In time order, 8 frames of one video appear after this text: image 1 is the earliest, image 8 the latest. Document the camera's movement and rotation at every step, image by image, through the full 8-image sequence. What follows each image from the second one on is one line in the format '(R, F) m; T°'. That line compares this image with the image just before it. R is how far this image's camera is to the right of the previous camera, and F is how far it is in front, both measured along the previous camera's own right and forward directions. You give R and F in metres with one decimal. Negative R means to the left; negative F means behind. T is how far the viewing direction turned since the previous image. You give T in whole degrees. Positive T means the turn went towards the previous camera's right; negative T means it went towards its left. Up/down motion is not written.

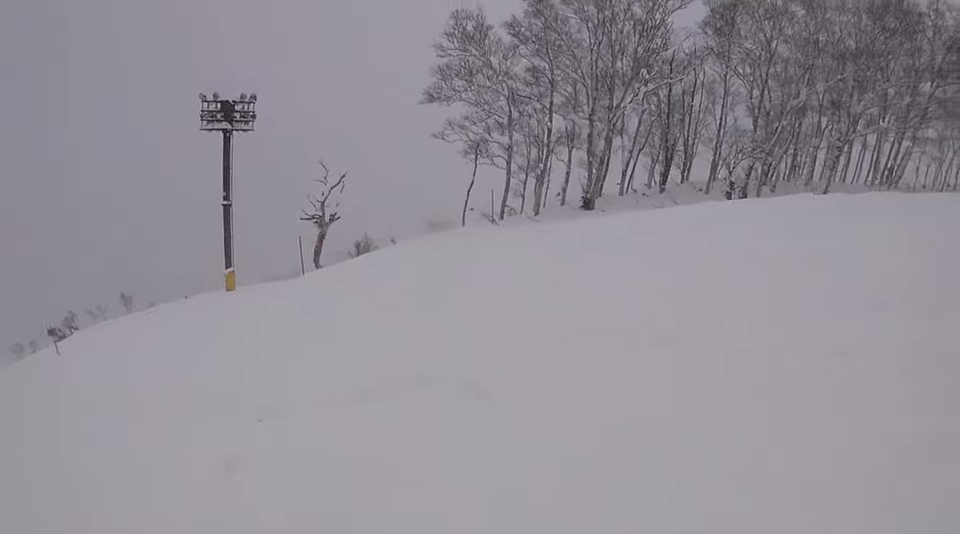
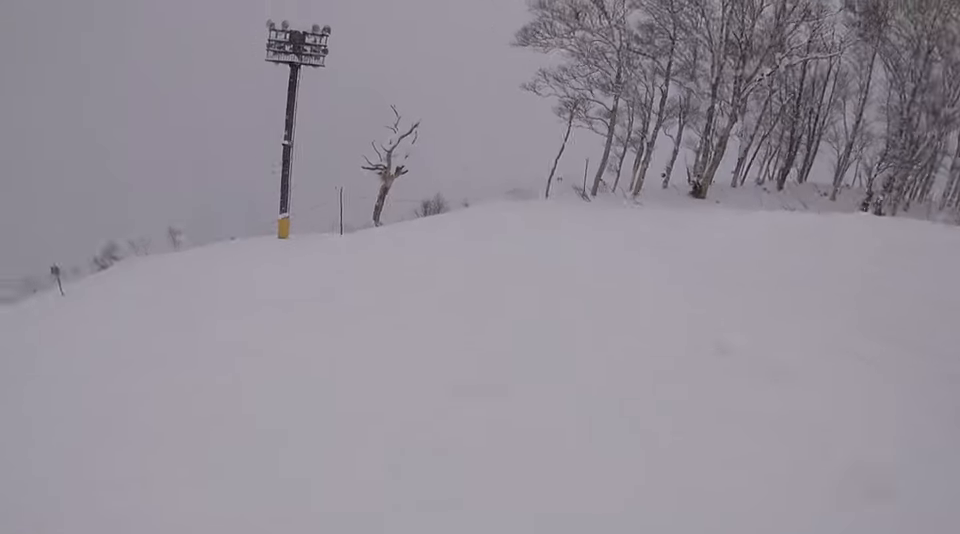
(+0.2, +4.1) m; -12°
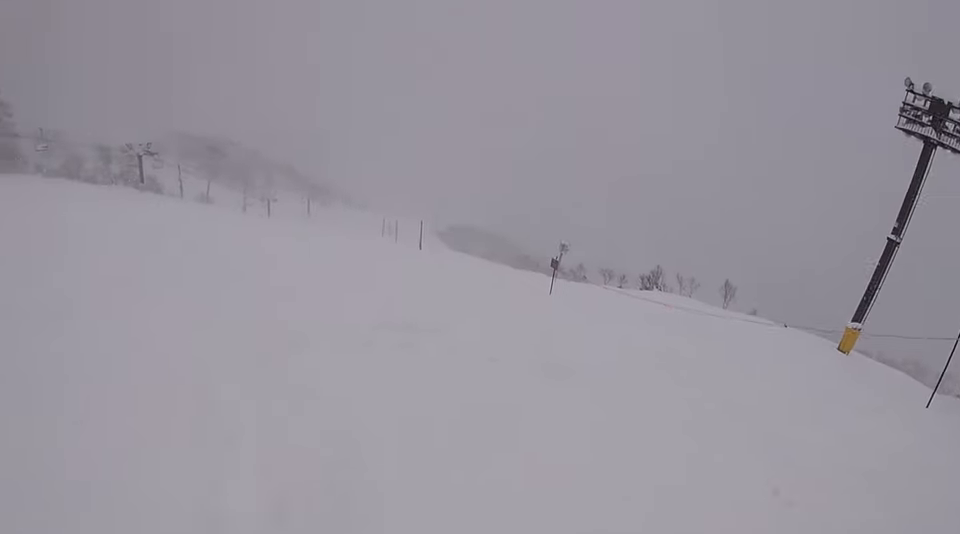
(-3.9, +5.3) m; -63°
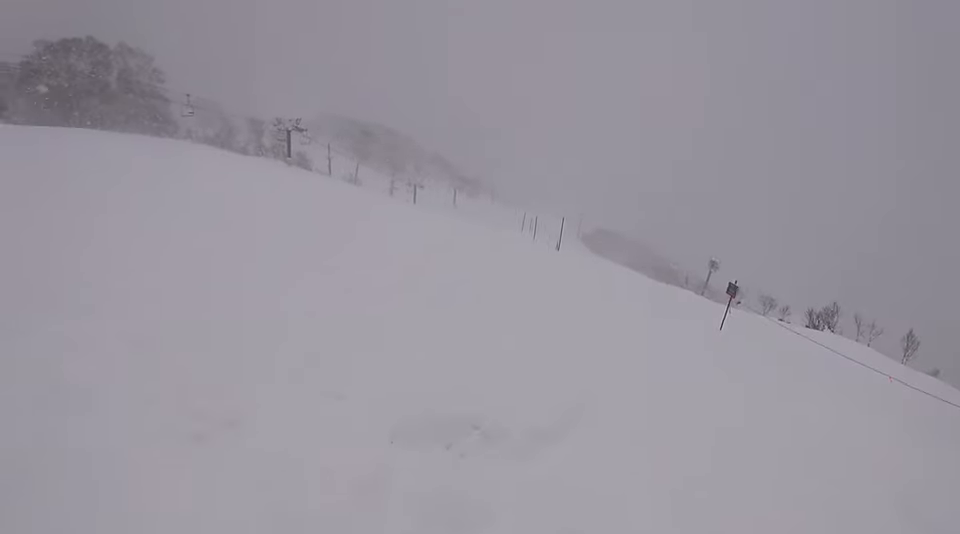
(-0.8, +3.8) m; -23°
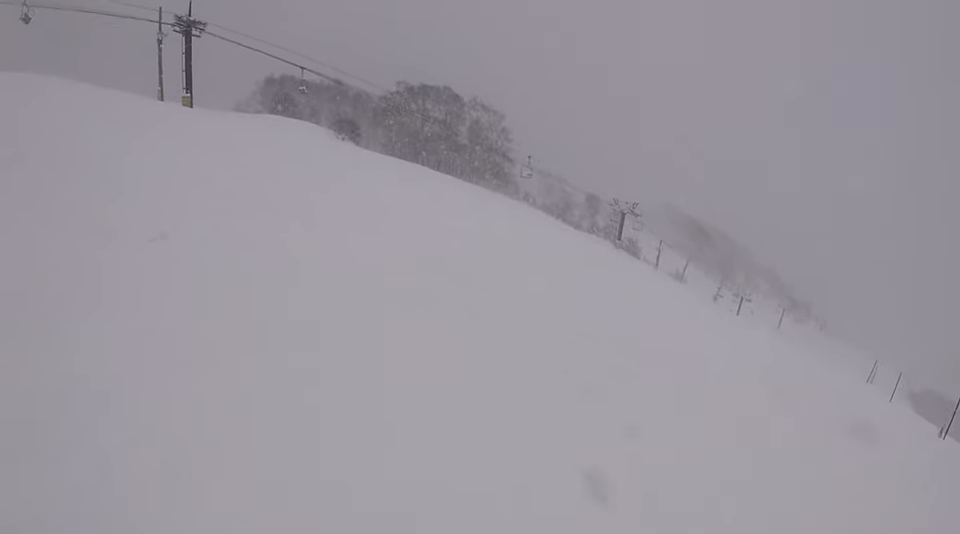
(-1.3, +4.4) m; -25°
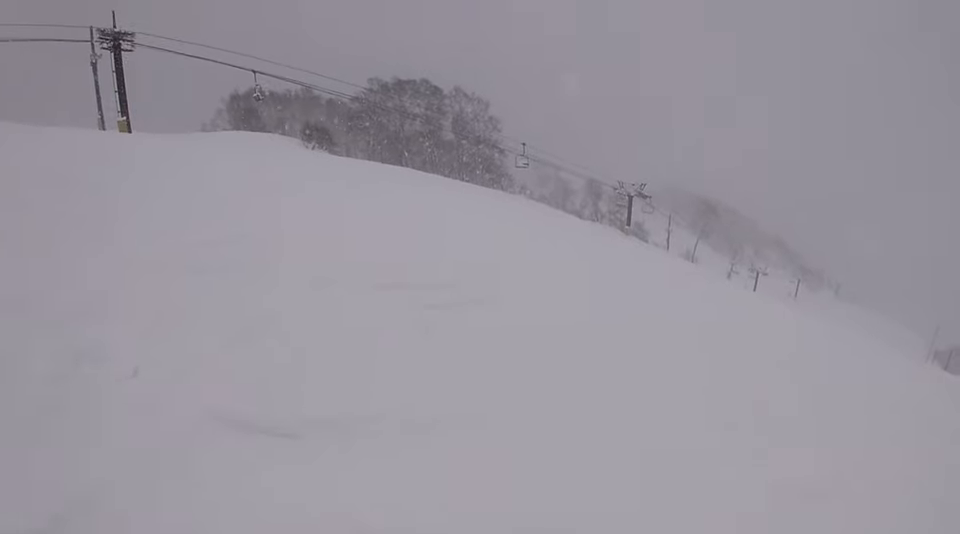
(+0.3, +6.9) m; +12°
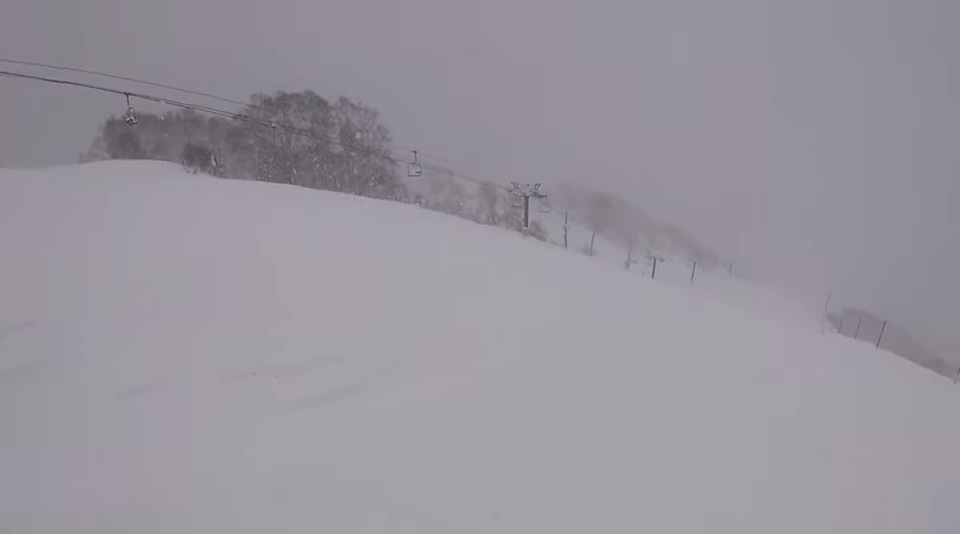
(+0.4, +2.0) m; 0°
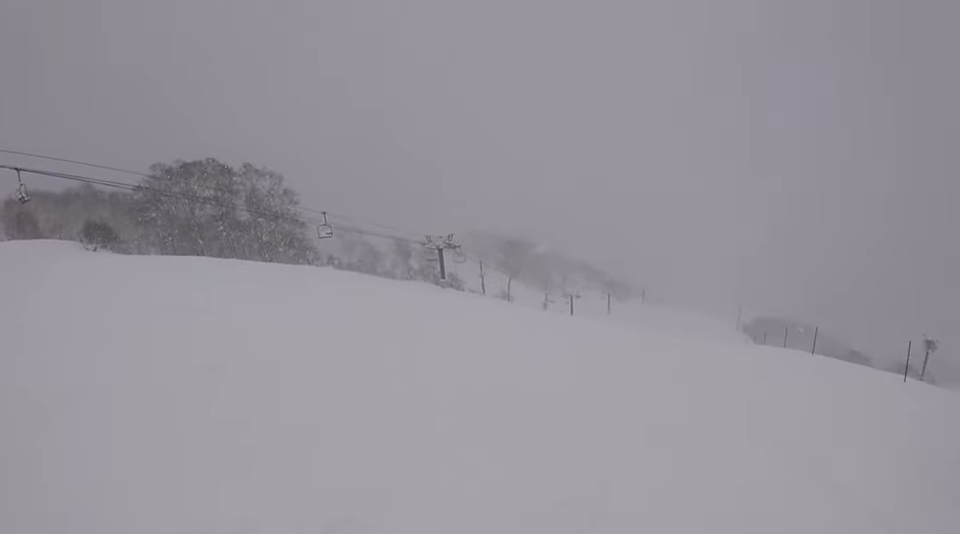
(-0.2, +1.9) m; 0°
